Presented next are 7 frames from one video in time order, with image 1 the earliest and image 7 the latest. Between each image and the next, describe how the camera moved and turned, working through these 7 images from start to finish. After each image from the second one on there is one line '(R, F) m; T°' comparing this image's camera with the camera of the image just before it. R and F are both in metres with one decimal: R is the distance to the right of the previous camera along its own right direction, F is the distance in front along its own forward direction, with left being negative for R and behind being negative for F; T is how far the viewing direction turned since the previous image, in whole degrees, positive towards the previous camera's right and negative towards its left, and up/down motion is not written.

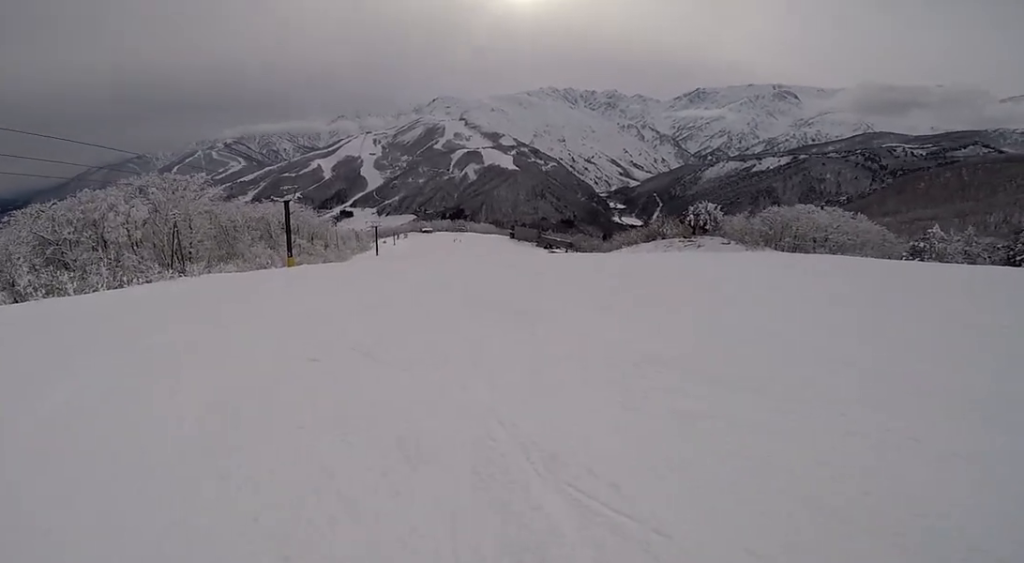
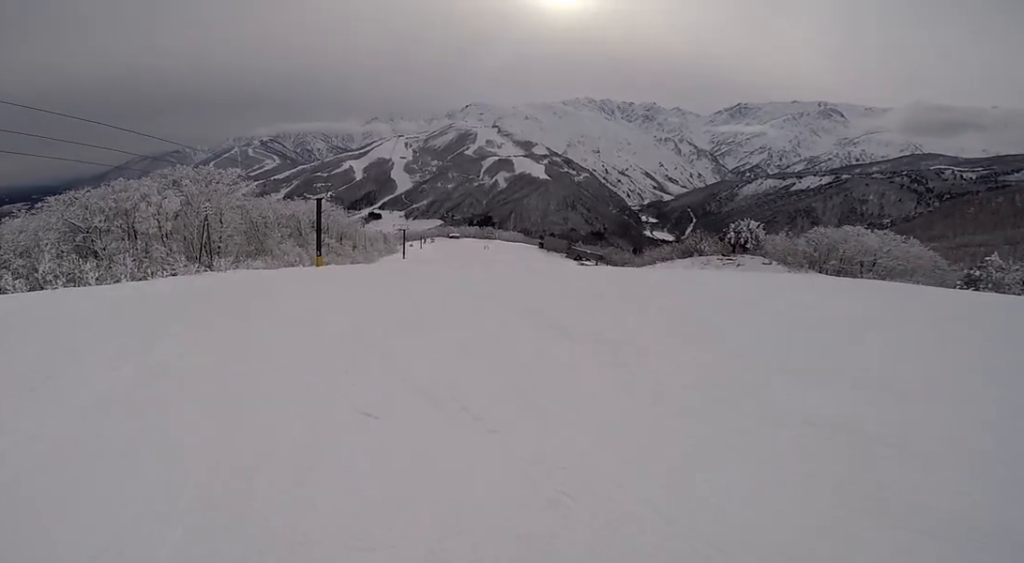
(-0.3, +2.2) m; +5°
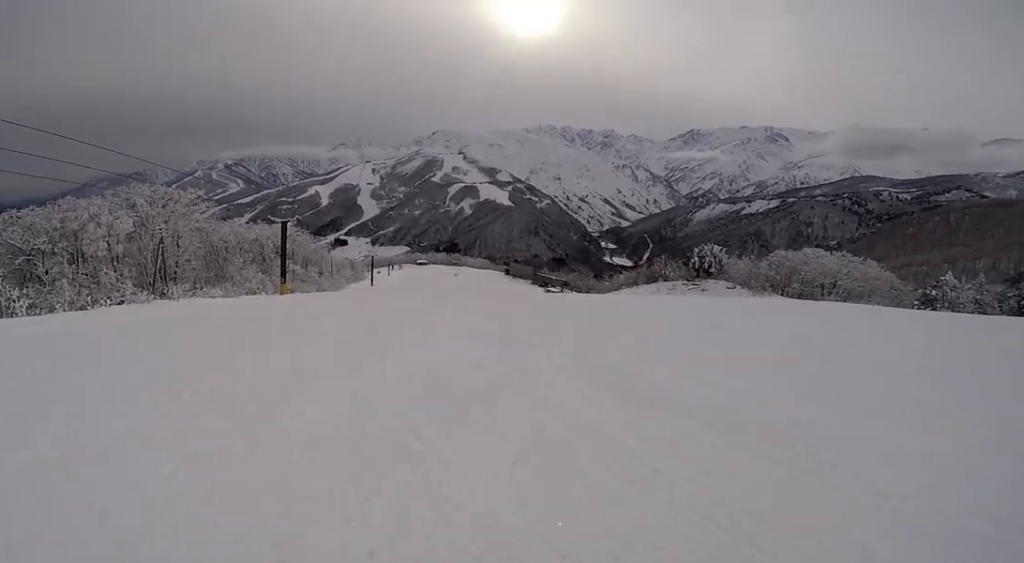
(0.0, +2.5) m; +9°
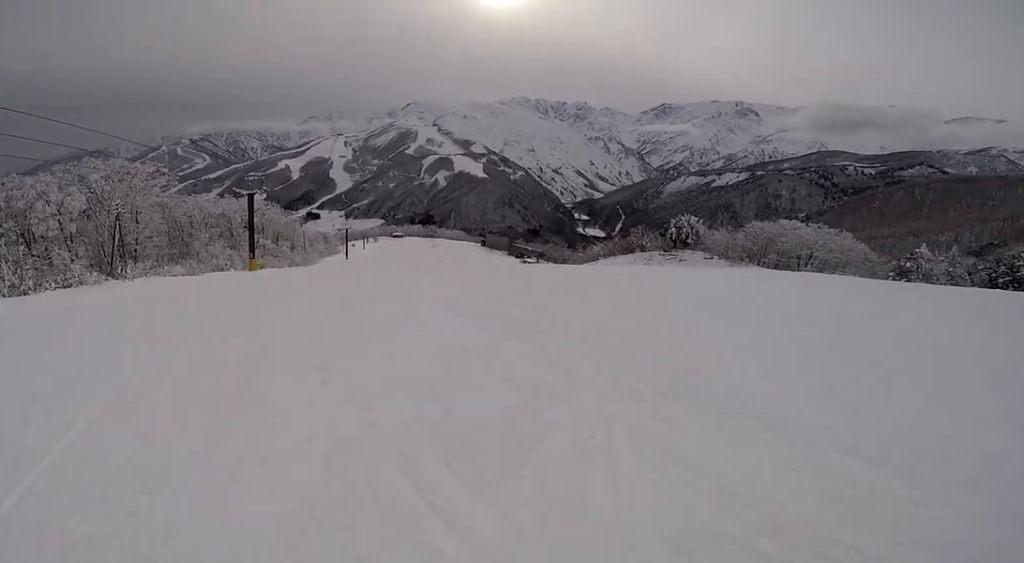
(+0.5, +1.6) m; +8°
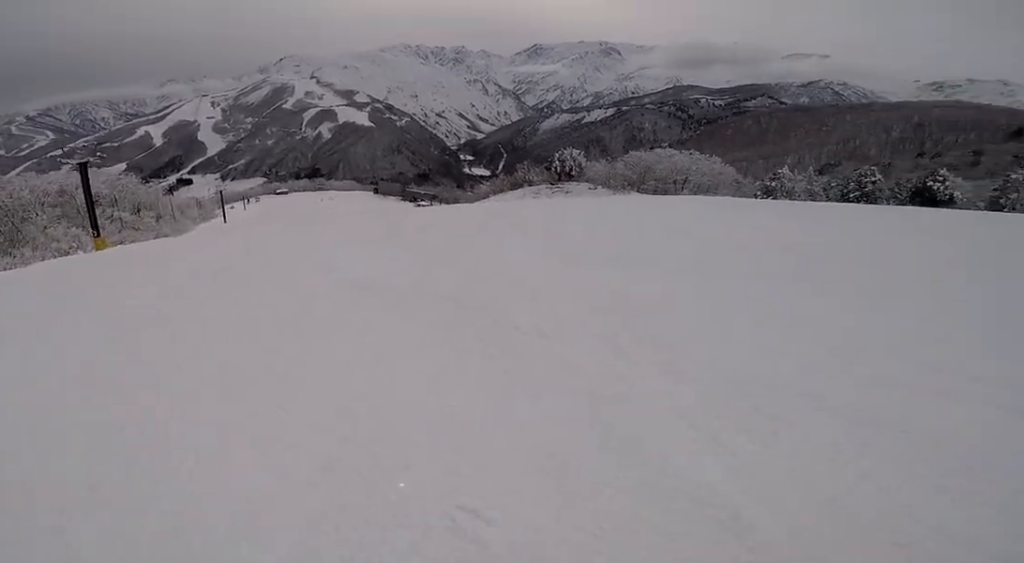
(+0.4, +3.5) m; +5°
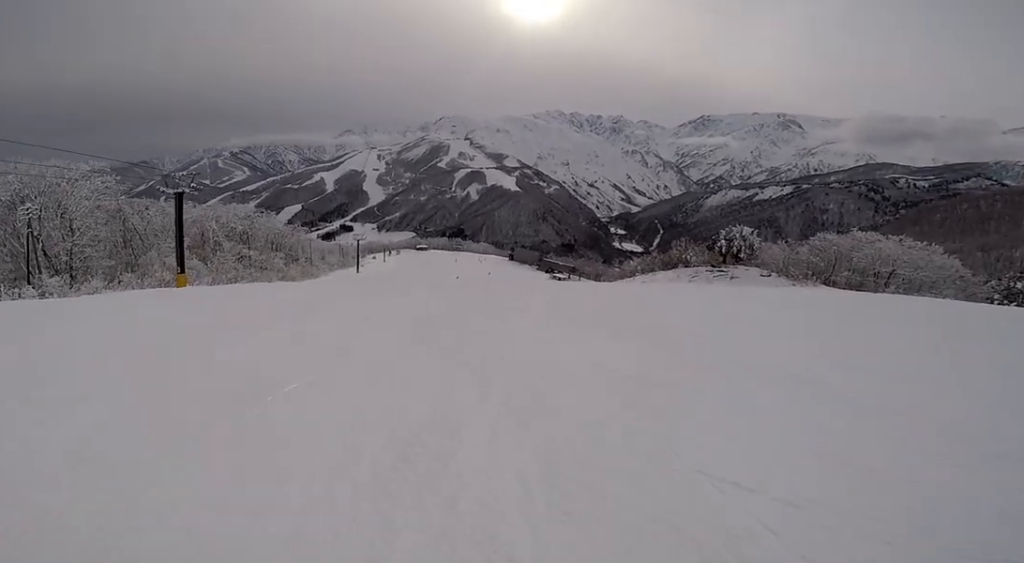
(-0.8, +10.2) m; -17°
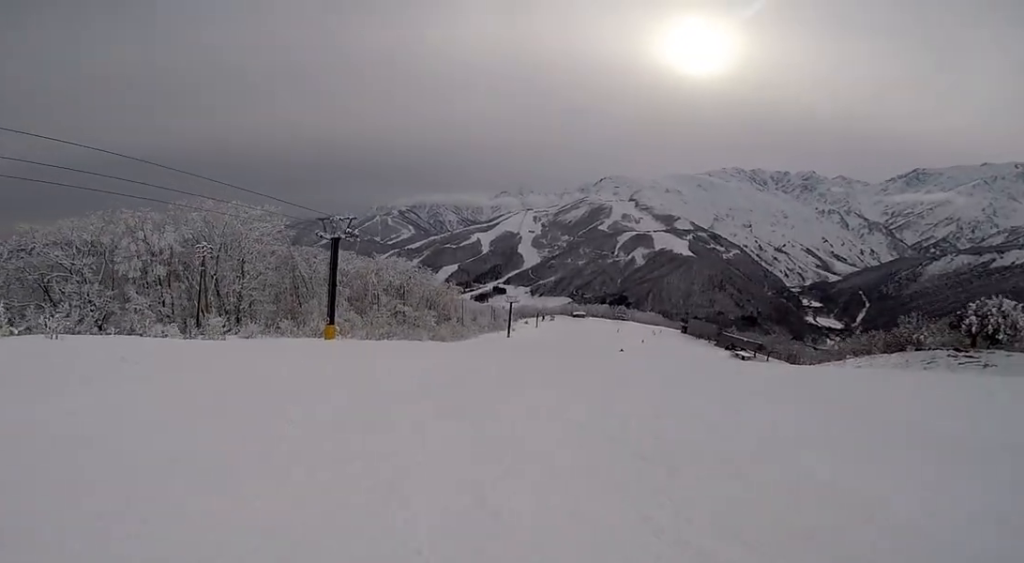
(-0.9, +5.3) m; -10°
